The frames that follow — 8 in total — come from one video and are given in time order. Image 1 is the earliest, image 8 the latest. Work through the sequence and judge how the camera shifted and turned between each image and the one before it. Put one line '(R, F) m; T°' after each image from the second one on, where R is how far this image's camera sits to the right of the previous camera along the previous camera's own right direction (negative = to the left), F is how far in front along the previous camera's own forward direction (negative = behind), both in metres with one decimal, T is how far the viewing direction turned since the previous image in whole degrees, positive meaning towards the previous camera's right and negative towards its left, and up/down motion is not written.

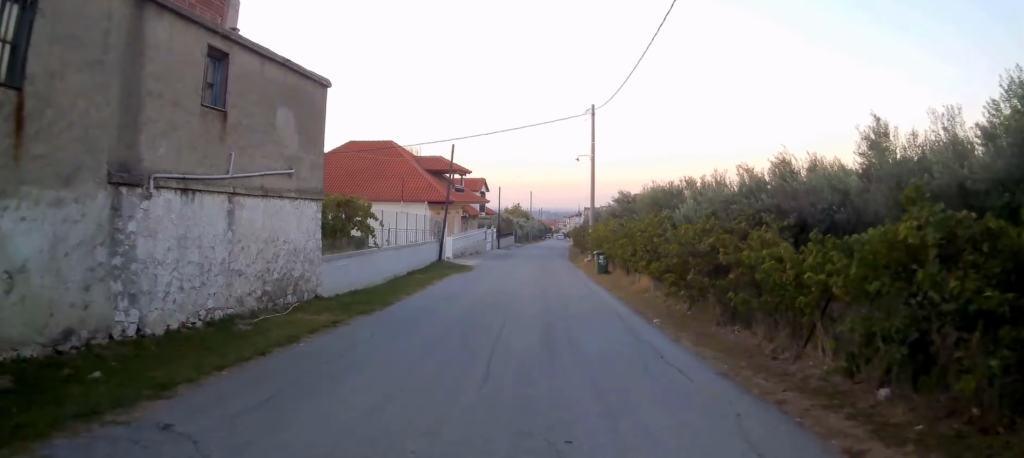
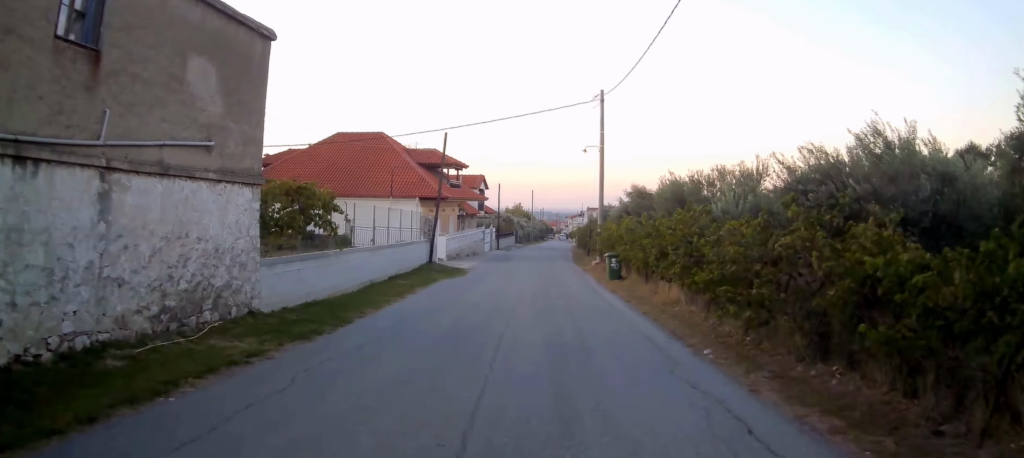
(0.0, +3.6) m; 0°
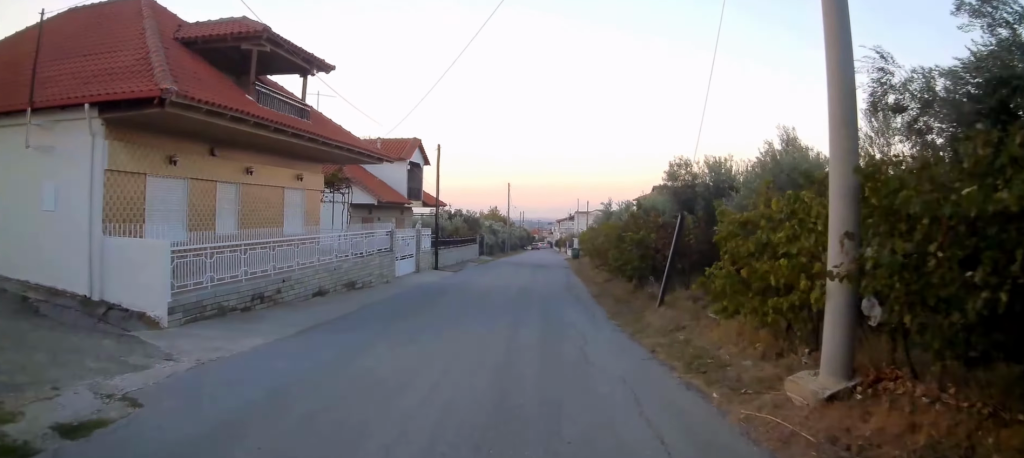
(+0.4, +26.6) m; +1°
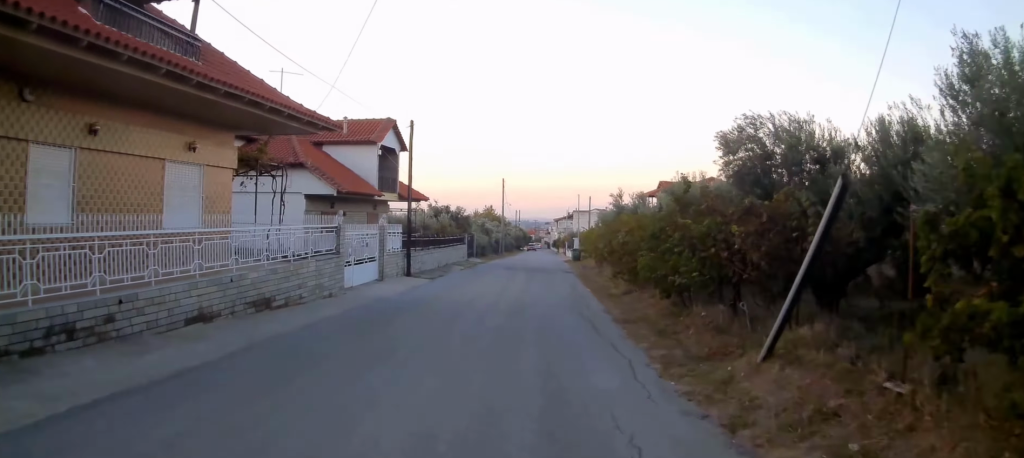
(+0.1, +6.0) m; 0°
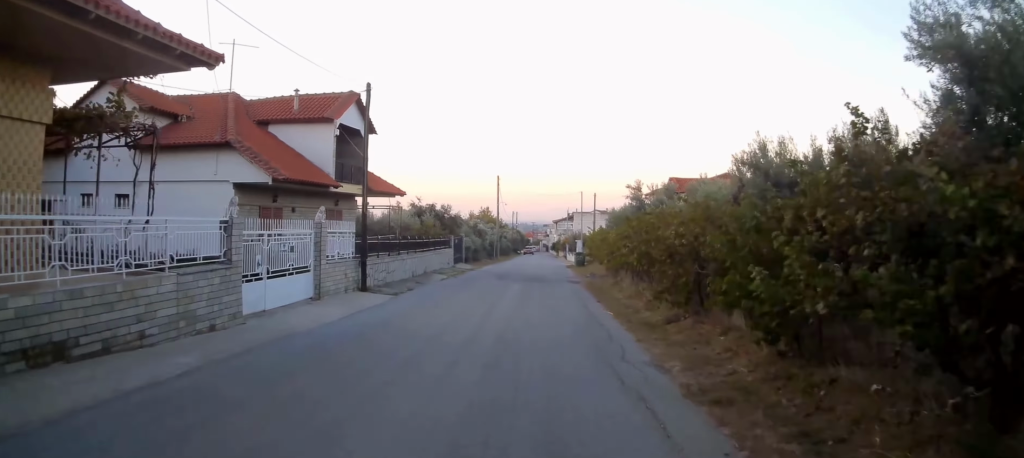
(+0.1, +6.3) m; 0°
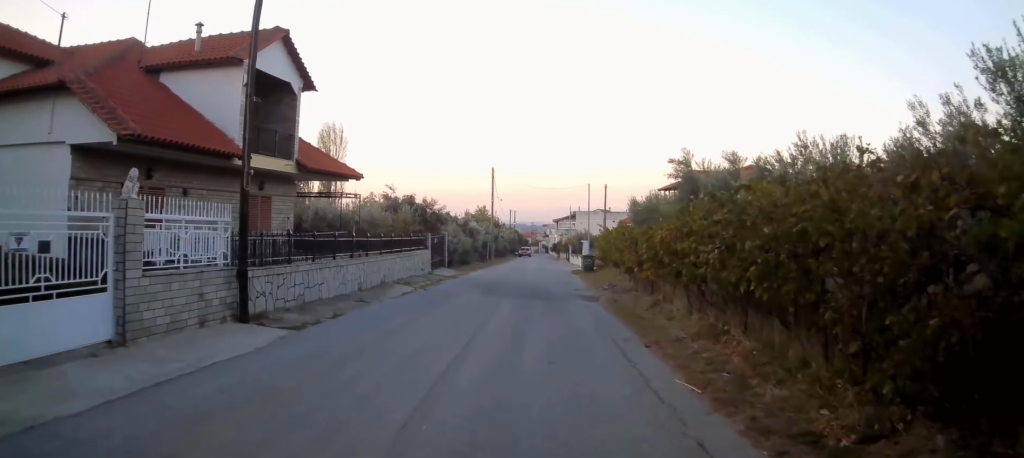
(-0.1, +7.7) m; +1°
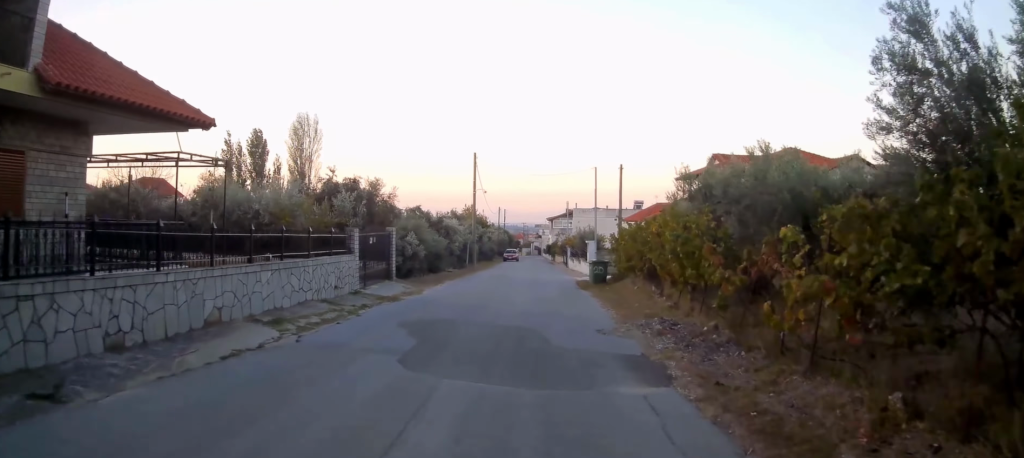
(+0.3, +10.4) m; +1°
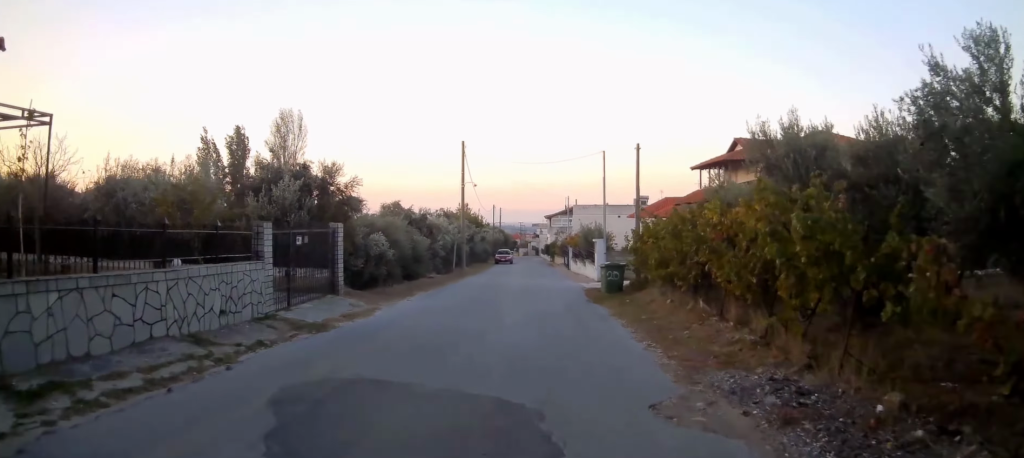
(-0.1, +5.8) m; -1°
